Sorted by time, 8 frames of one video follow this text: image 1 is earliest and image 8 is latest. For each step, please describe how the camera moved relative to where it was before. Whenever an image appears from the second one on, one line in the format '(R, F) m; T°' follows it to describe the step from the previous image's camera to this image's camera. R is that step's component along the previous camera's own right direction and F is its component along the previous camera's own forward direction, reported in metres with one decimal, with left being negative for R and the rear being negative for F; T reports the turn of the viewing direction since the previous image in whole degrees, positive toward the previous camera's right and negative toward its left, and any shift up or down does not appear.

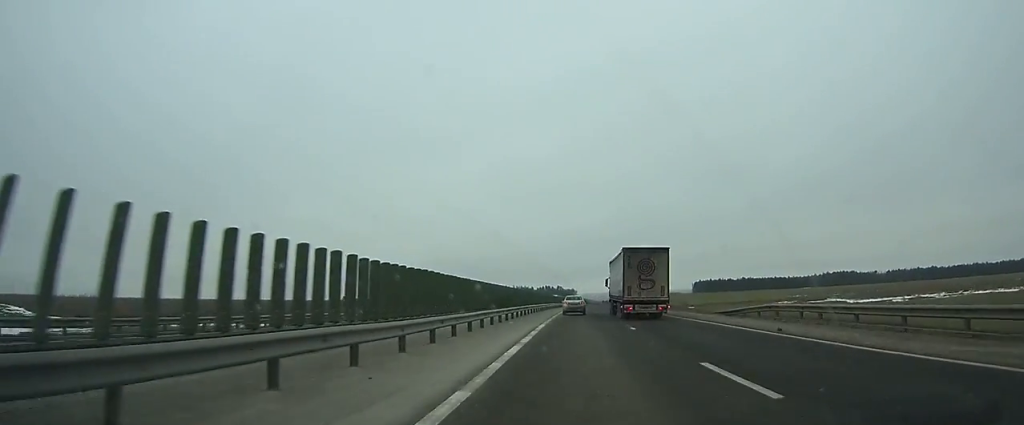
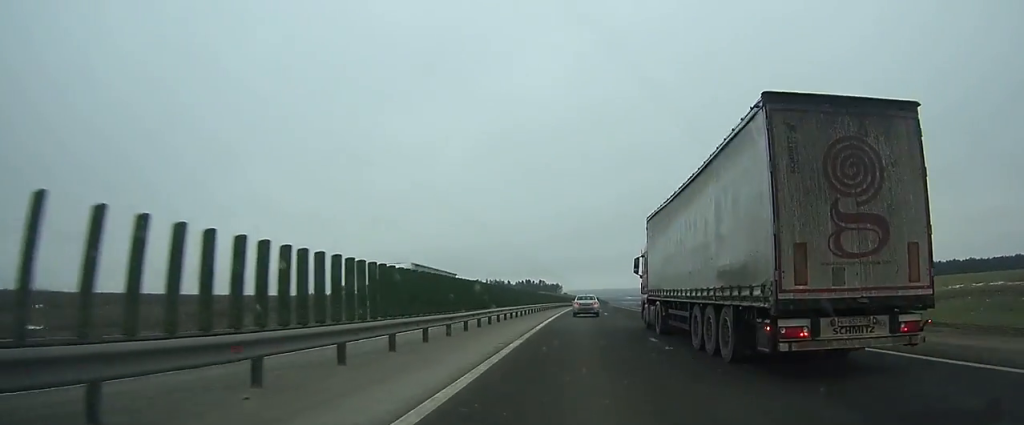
(+1.3, +89.0) m; +2°
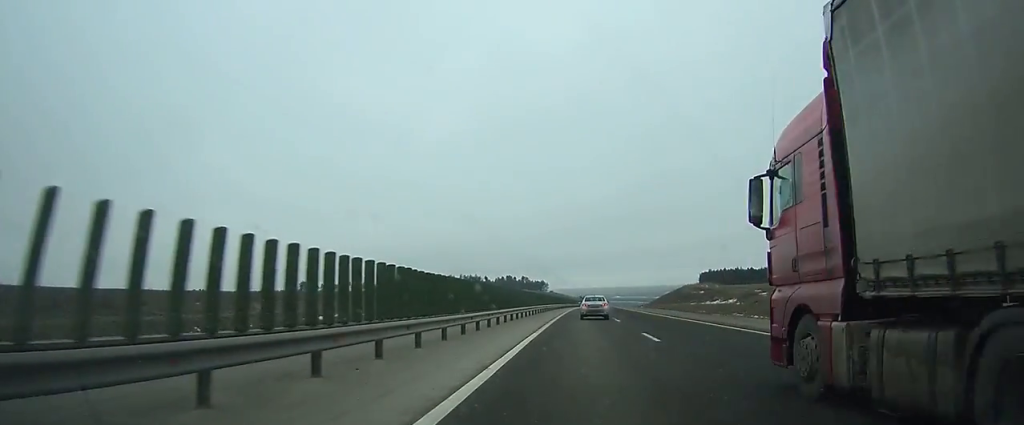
(+0.7, +61.0) m; +1°
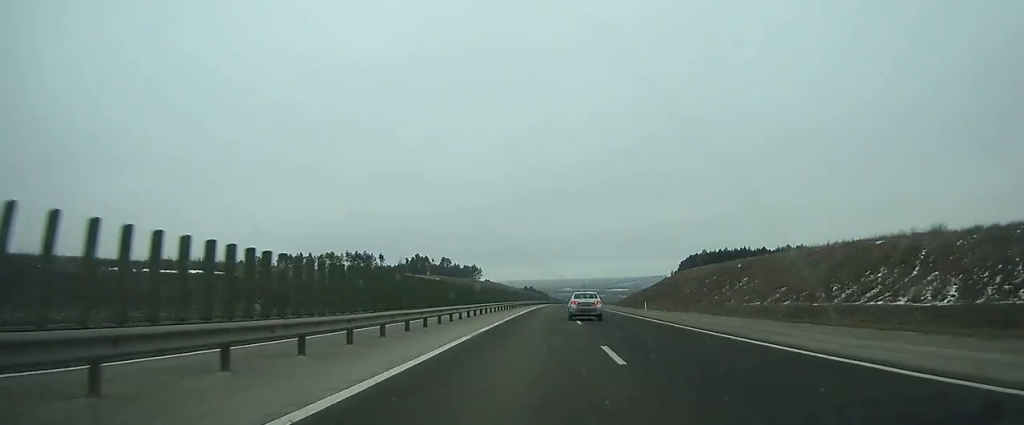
(+4.0, +133.1) m; +3°
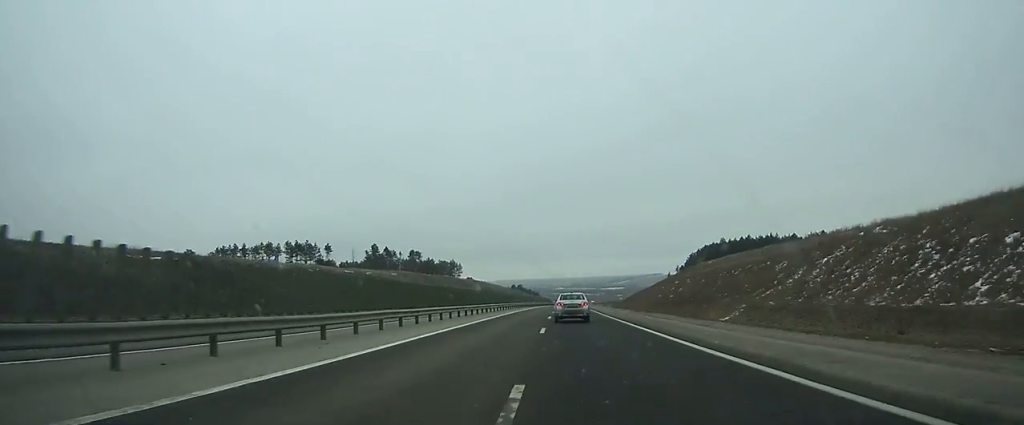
(+0.7, +53.9) m; +1°
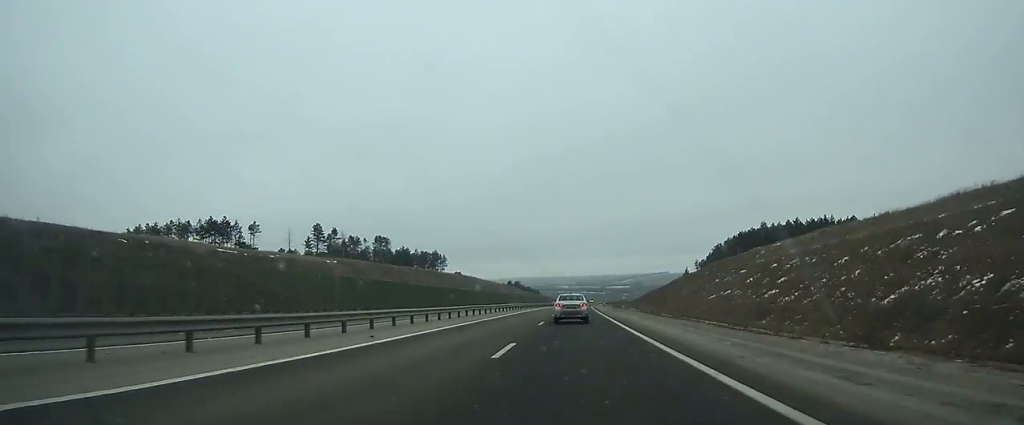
(+0.5, +56.6) m; +1°
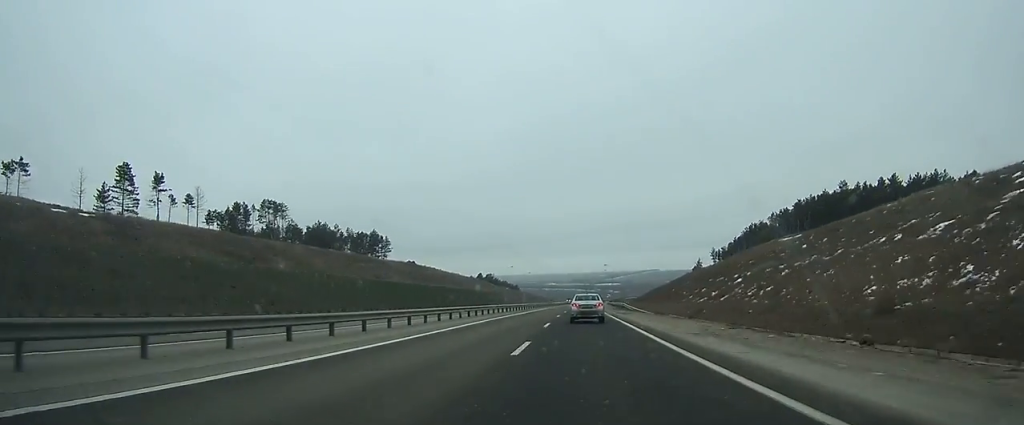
(+0.2, +79.7) m; +1°
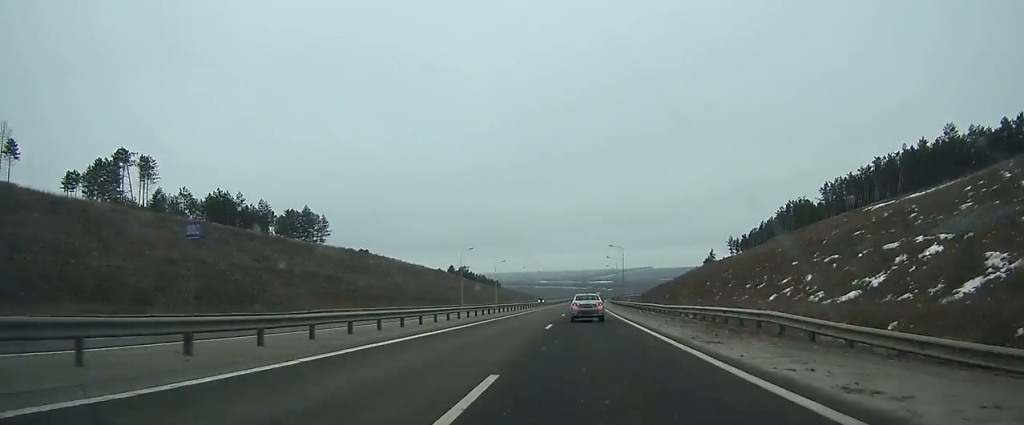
(+0.6, +52.9) m; +1°
